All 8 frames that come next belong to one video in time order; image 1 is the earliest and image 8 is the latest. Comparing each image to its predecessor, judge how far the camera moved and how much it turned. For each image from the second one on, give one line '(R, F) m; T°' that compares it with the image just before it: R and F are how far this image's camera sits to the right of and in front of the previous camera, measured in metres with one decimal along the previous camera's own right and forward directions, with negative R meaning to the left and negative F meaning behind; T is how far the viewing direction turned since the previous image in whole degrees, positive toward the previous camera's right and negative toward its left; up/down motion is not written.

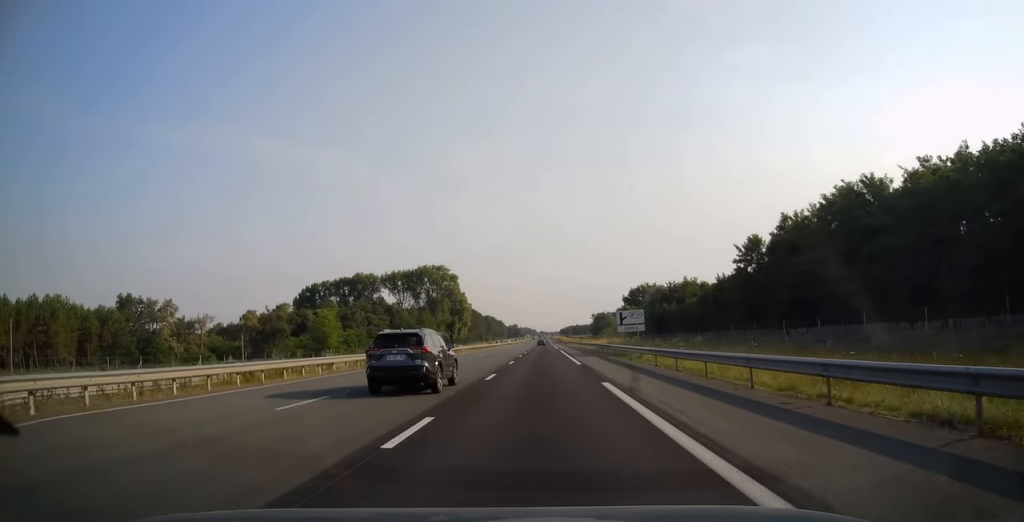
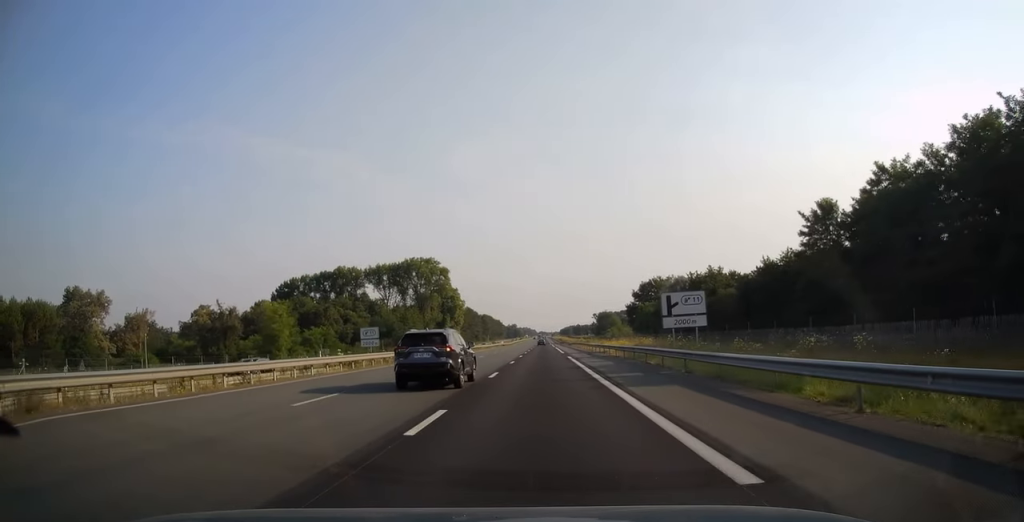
(-0.1, +25.1) m; 0°
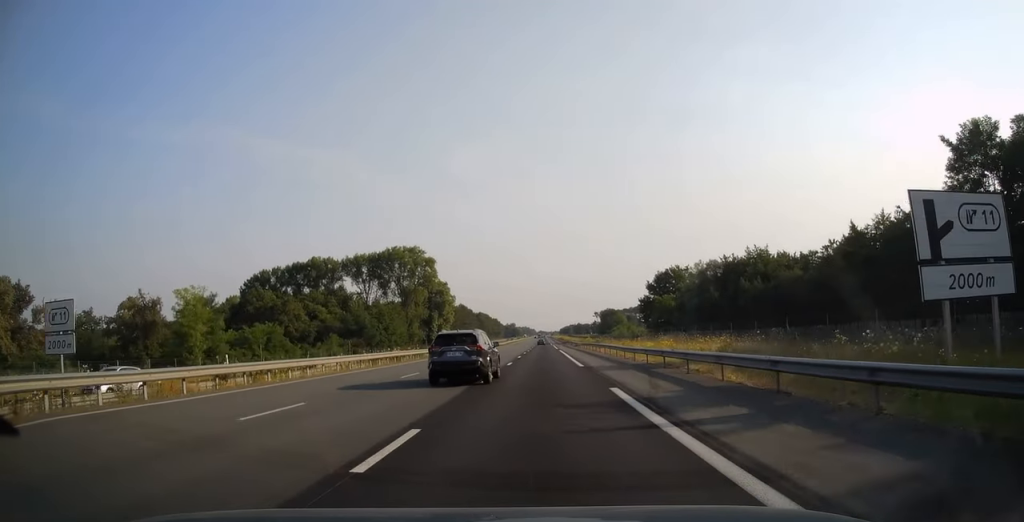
(+0.1, +28.5) m; 0°
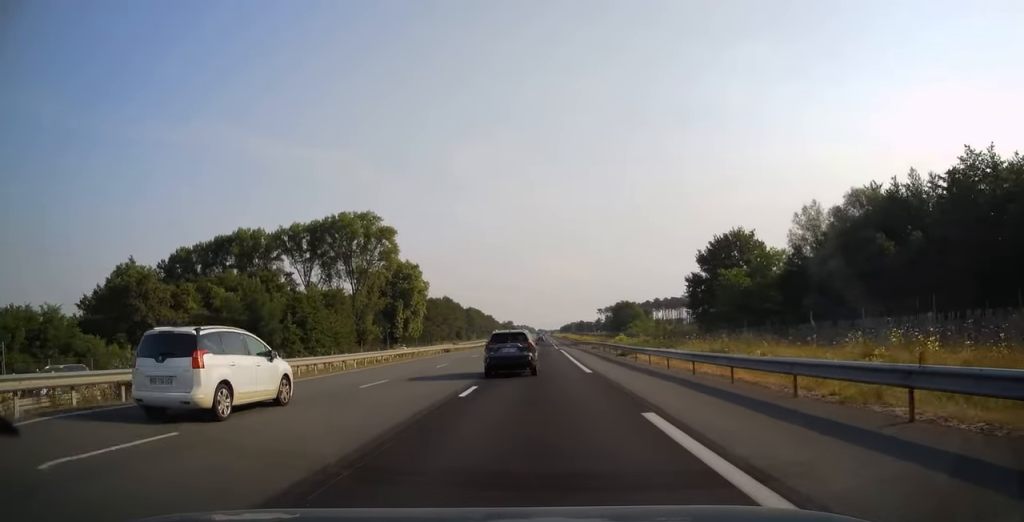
(0.0, +57.2) m; 0°
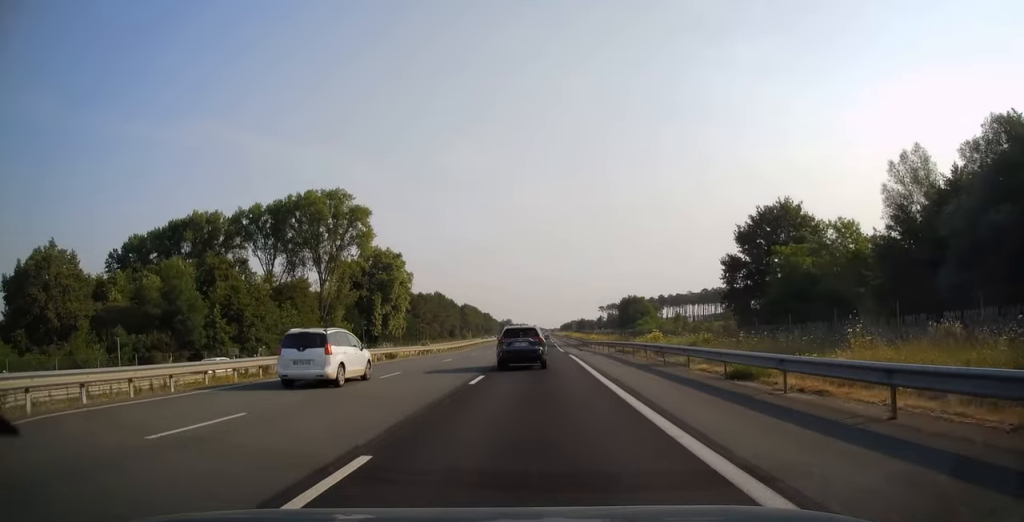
(0.0, +23.6) m; 0°
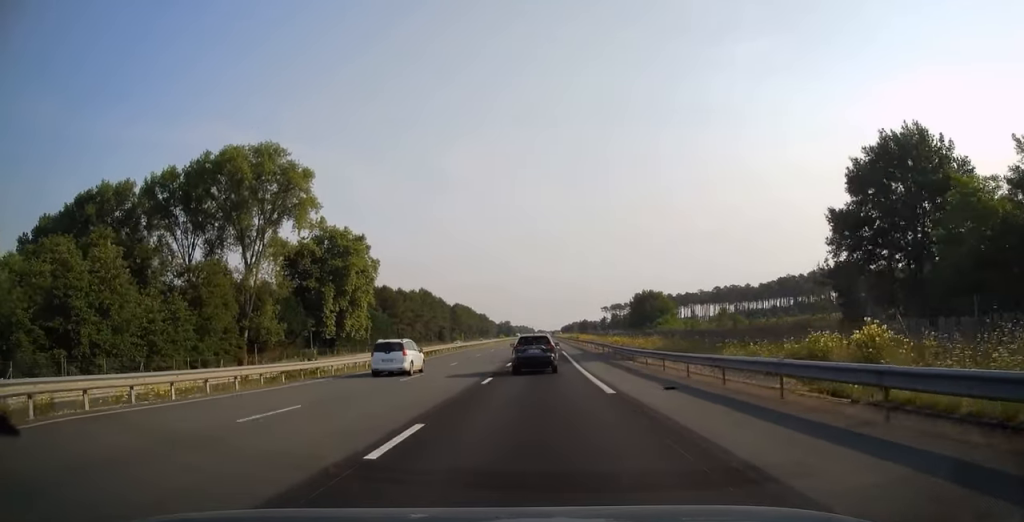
(+0.1, +36.0) m; 0°
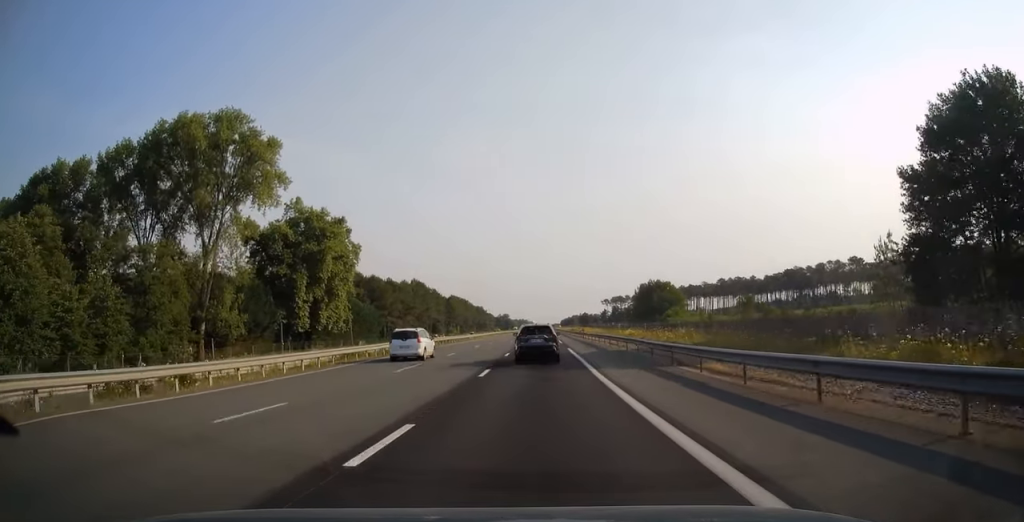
(0.0, +13.8) m; 0°
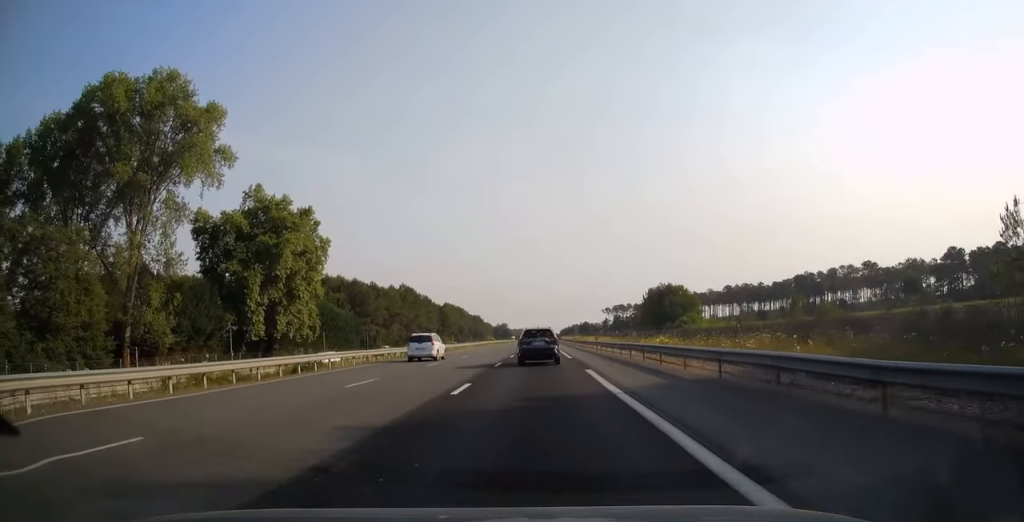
(-0.1, +18.3) m; 0°
